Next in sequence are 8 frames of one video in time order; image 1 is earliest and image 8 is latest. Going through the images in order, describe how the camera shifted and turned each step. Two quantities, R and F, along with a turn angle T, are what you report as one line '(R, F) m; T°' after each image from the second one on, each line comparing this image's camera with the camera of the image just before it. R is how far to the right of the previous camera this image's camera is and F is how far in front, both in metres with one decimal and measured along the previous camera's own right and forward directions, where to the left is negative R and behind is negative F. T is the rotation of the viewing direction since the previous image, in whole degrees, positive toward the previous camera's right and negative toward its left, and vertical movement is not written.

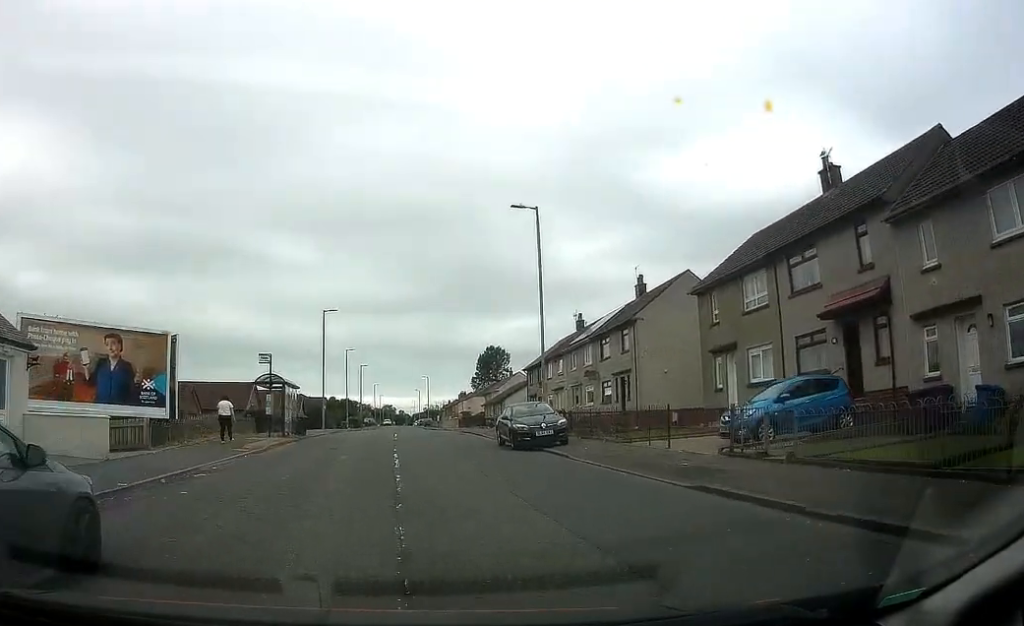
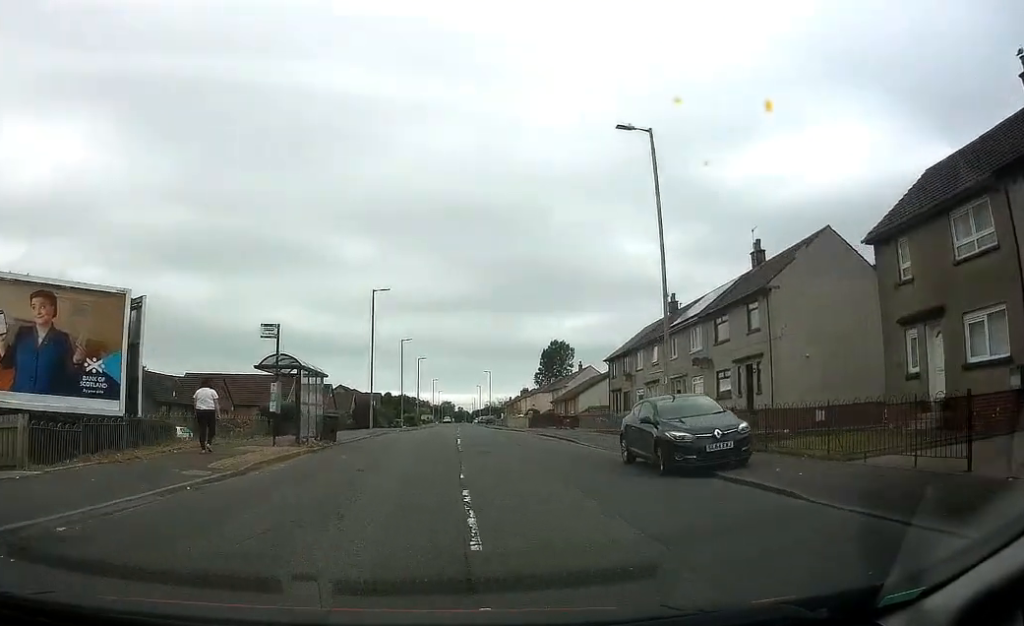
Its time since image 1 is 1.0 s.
(-0.7, +9.4) m; -2°
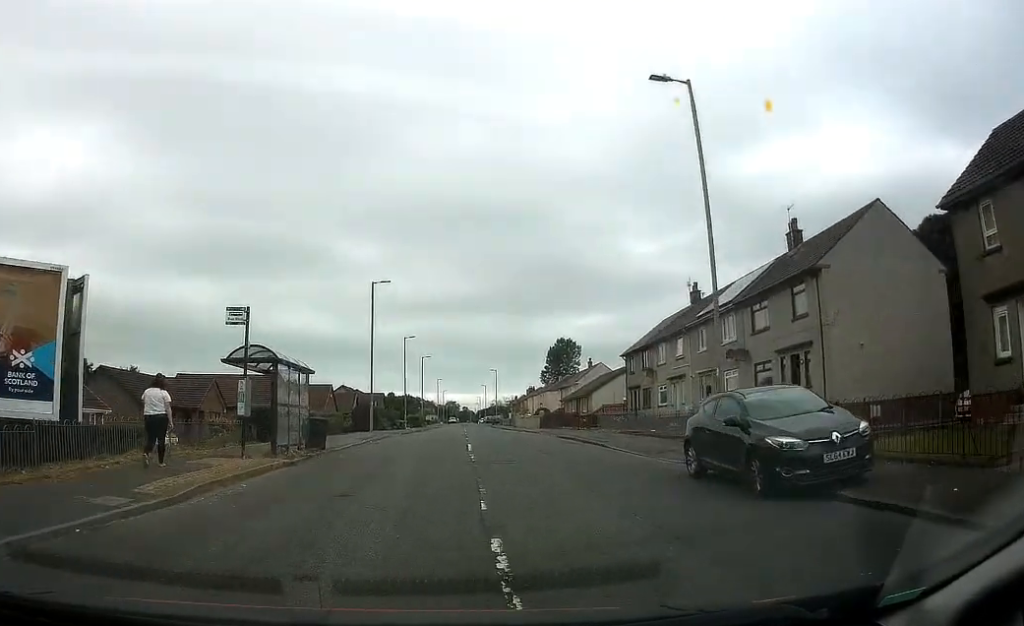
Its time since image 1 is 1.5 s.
(+0.1, +4.0) m; +1°
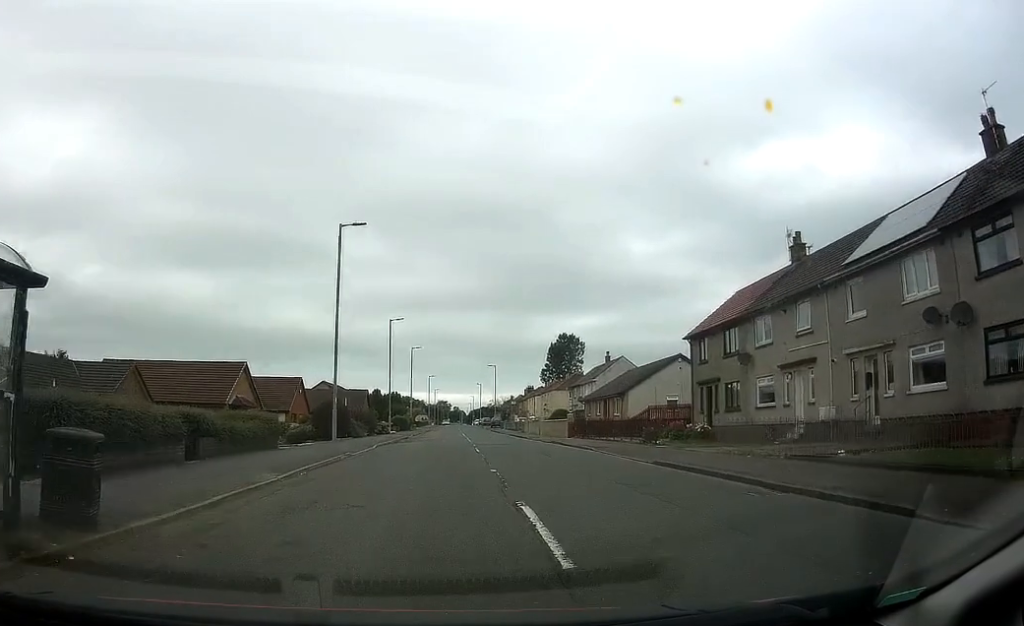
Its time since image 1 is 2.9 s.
(+0.6, +15.2) m; +1°
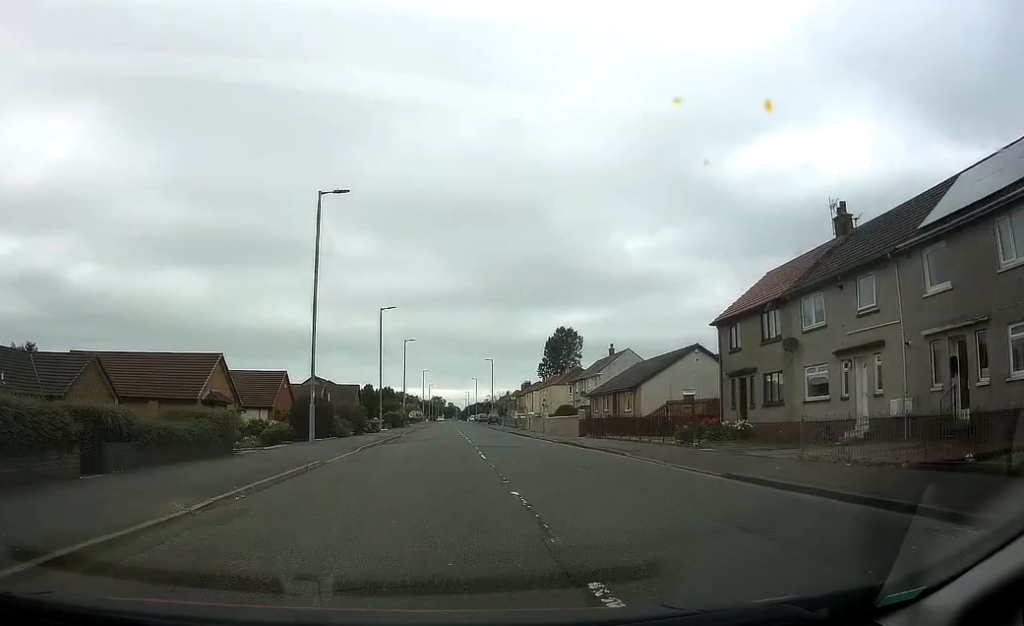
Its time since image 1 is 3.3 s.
(0.0, +4.9) m; 0°
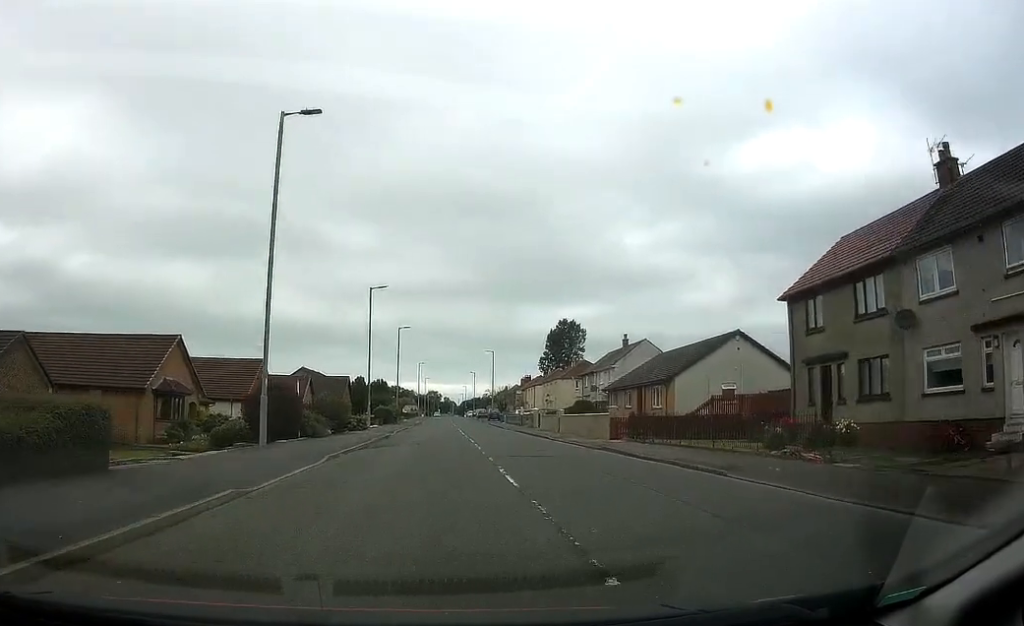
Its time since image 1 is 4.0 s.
(-0.3, +7.7) m; +1°
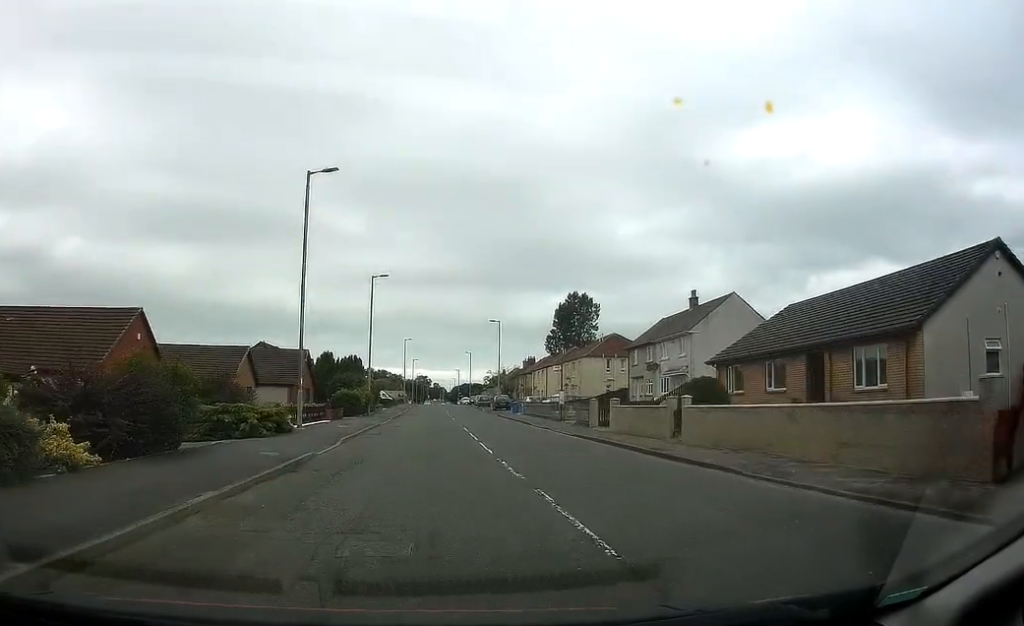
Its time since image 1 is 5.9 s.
(+1.1, +23.5) m; +3°
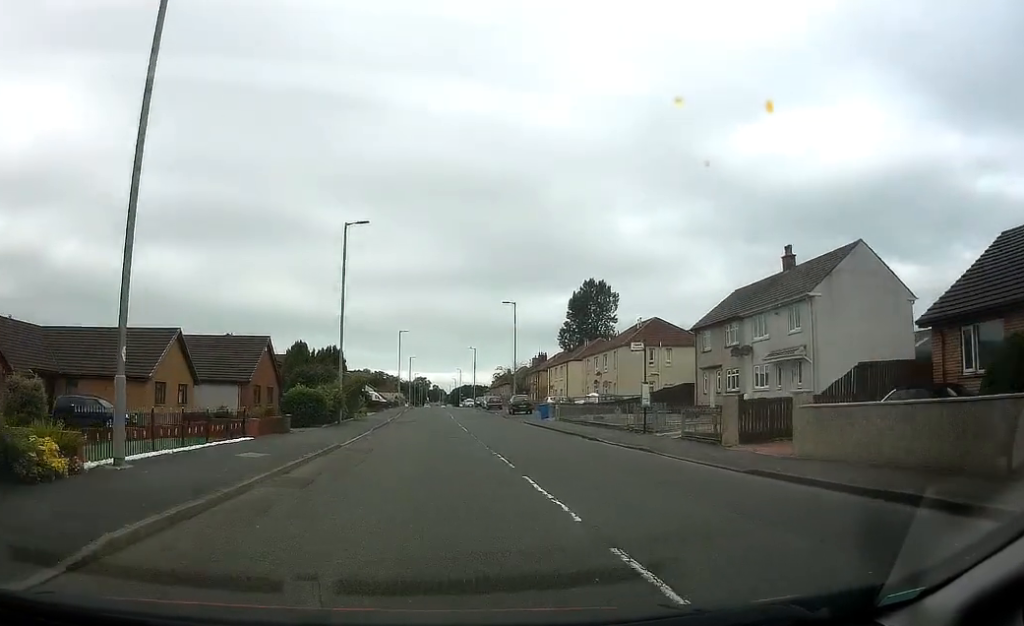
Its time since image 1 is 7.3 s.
(-0.1, +16.3) m; -1°
